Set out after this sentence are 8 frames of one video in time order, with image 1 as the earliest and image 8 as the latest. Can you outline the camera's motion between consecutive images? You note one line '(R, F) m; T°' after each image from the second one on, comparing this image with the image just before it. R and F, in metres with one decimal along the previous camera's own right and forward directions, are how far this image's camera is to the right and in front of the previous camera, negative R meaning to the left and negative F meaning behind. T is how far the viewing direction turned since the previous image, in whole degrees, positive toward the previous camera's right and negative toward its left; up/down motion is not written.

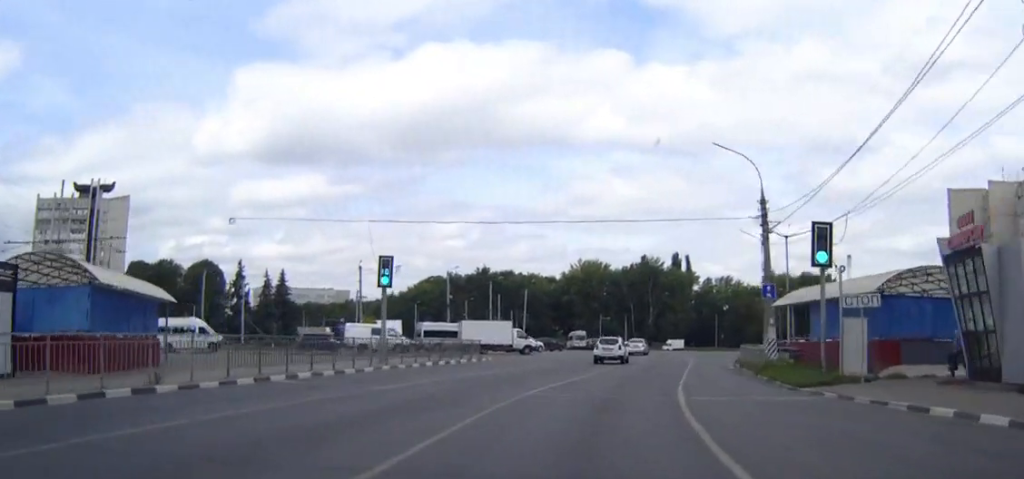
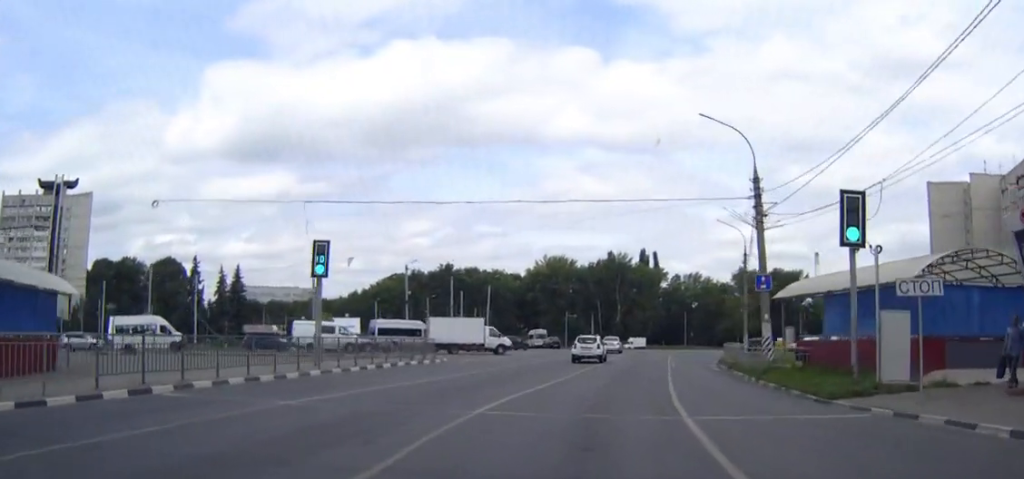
(0.0, +5.7) m; +2°
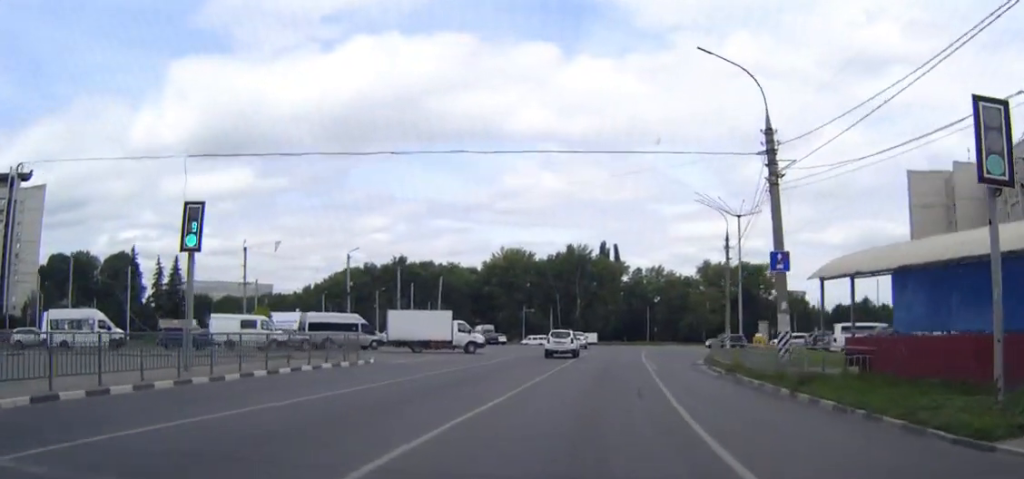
(-0.2, +9.1) m; +2°
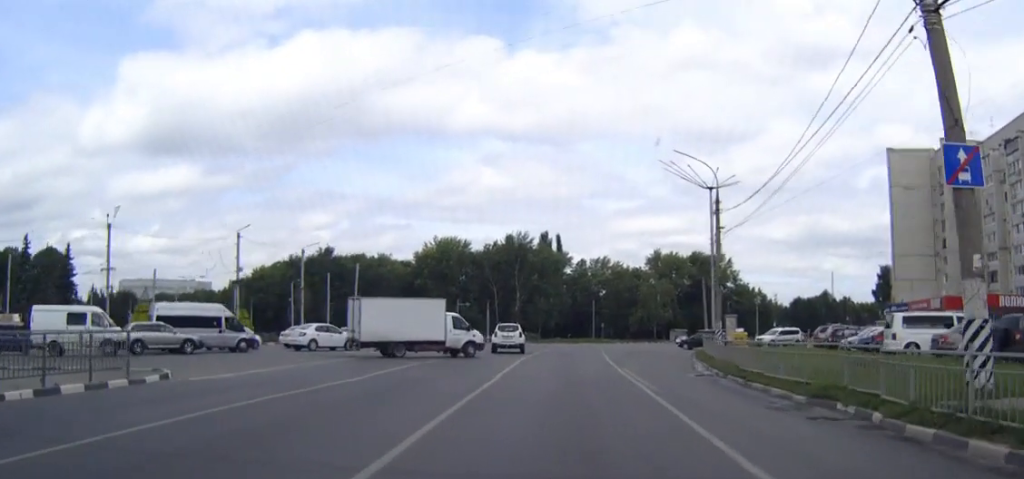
(+1.3, +16.6) m; +6°
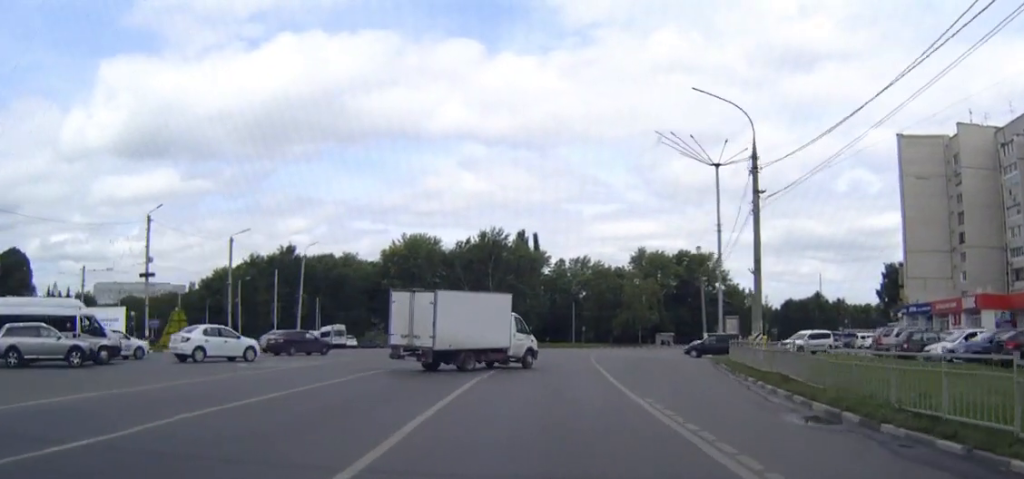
(+0.3, +13.6) m; +2°
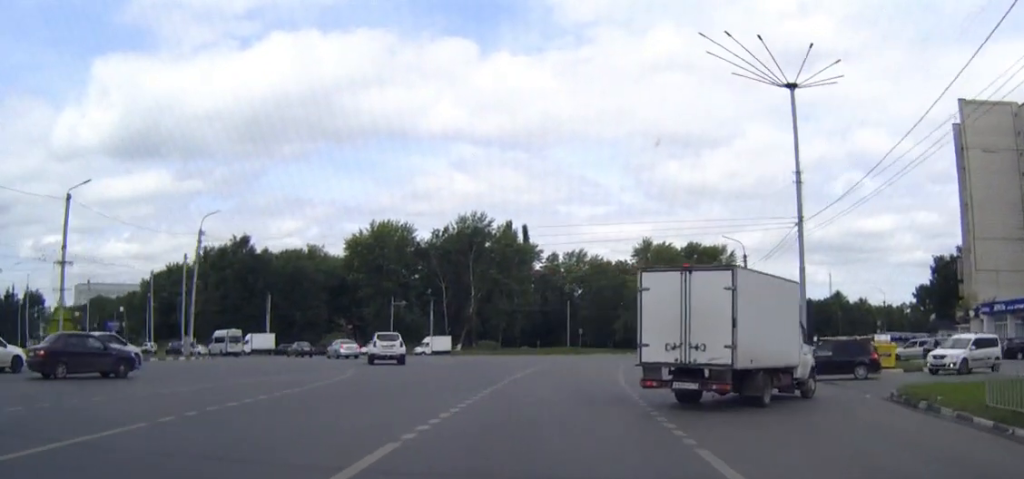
(+0.2, +25.5) m; +1°
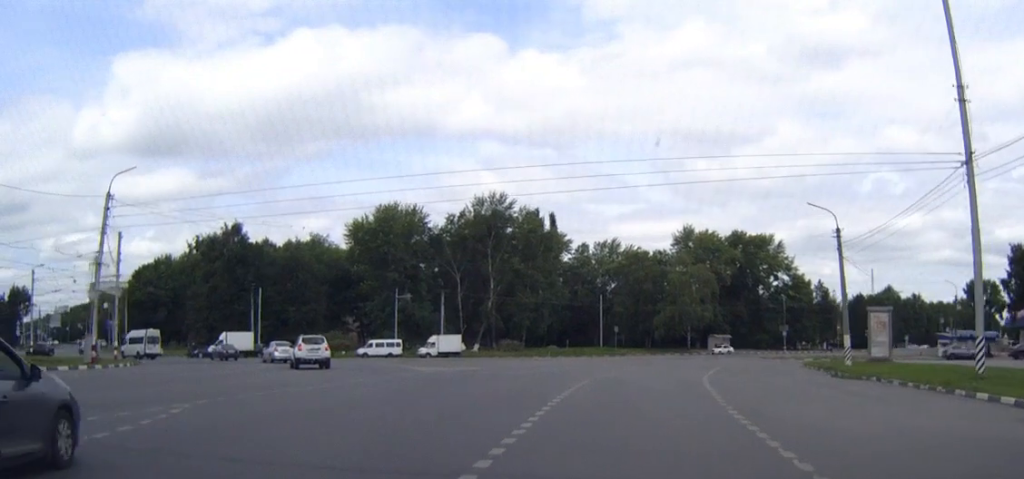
(-0.2, +18.7) m; -2°
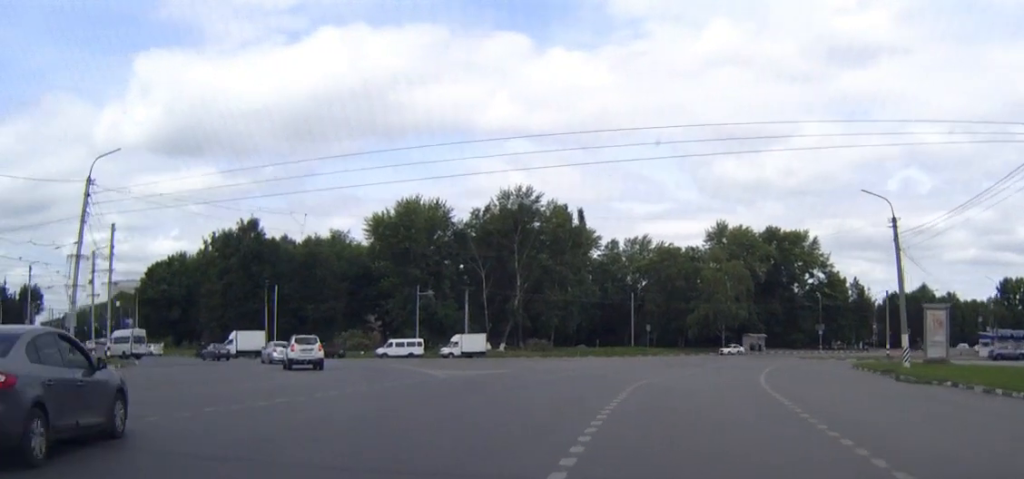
(0.0, +4.9) m; -2°
